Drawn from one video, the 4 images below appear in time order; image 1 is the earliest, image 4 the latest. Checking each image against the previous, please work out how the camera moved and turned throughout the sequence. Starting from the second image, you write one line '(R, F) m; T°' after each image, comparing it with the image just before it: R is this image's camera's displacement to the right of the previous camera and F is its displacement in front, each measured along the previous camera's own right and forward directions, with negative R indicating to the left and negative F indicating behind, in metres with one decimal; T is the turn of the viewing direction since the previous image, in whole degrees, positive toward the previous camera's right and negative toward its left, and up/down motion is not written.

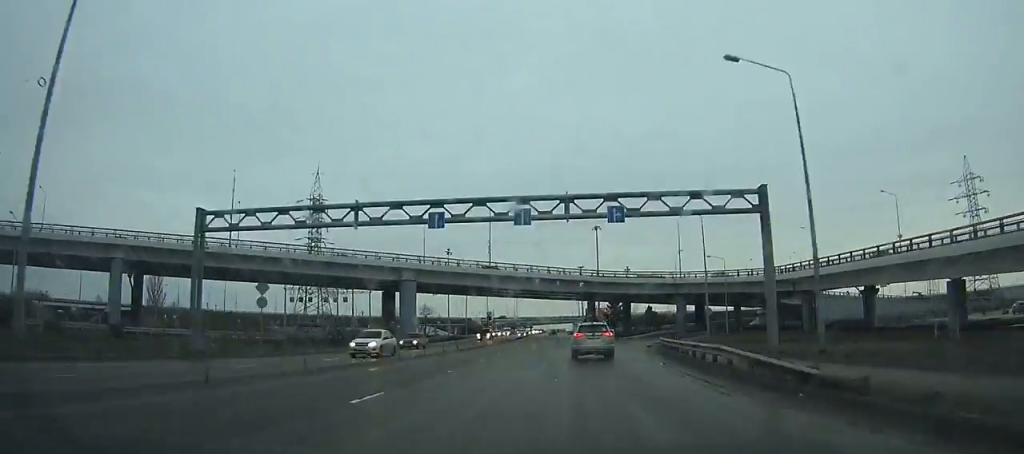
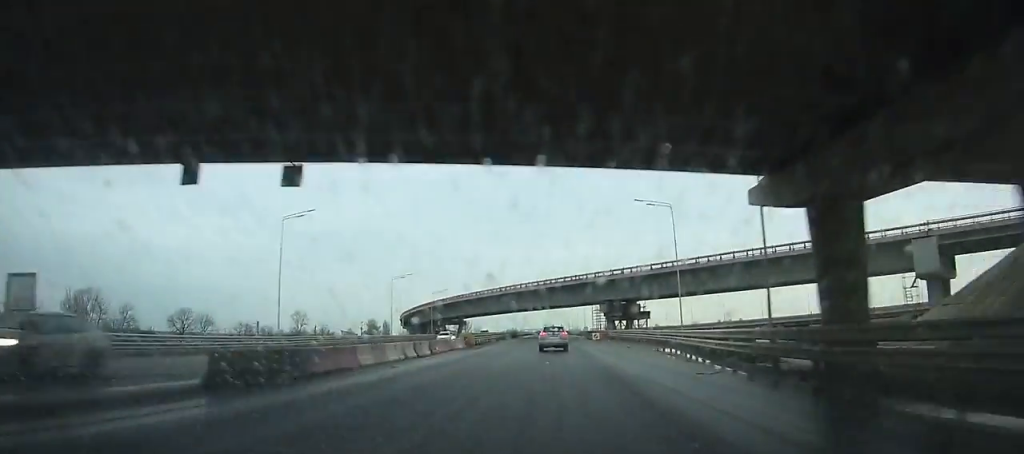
(+4.7, +294.8) m; +2°
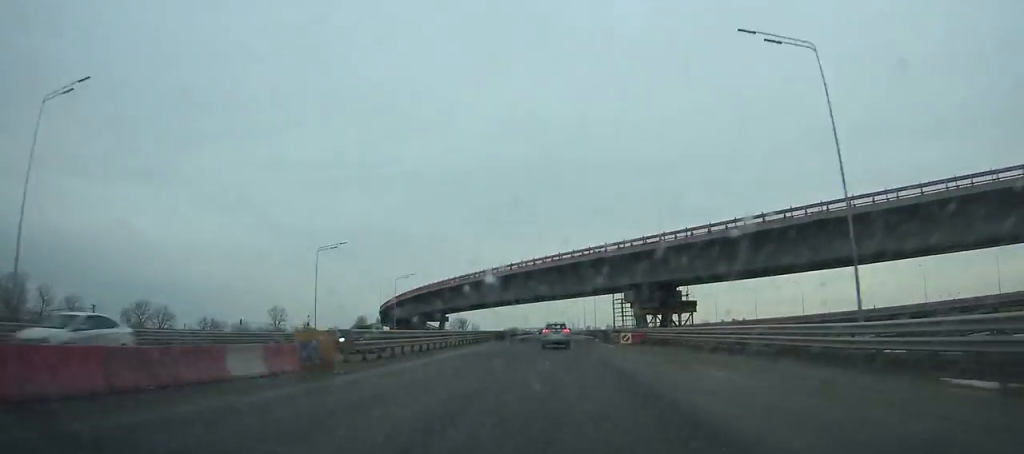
(+0.1, +31.2) m; 0°
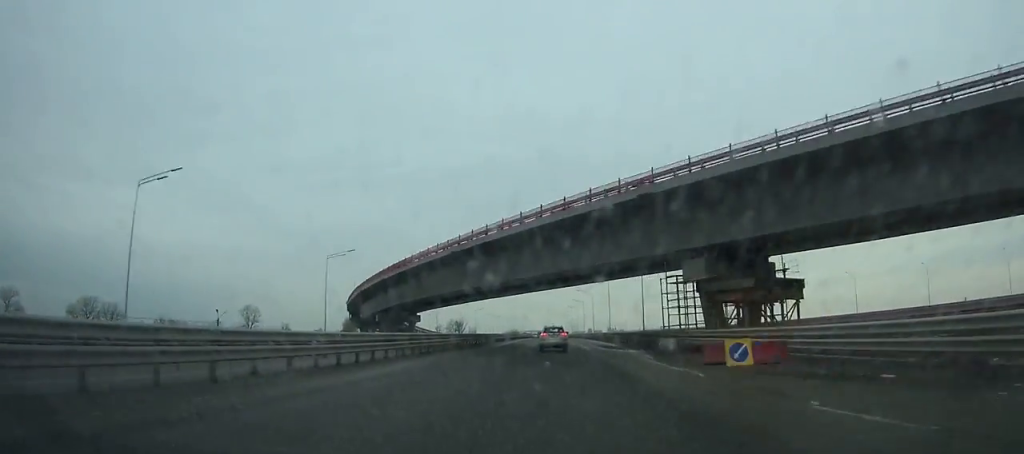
(-0.3, +29.9) m; 0°
